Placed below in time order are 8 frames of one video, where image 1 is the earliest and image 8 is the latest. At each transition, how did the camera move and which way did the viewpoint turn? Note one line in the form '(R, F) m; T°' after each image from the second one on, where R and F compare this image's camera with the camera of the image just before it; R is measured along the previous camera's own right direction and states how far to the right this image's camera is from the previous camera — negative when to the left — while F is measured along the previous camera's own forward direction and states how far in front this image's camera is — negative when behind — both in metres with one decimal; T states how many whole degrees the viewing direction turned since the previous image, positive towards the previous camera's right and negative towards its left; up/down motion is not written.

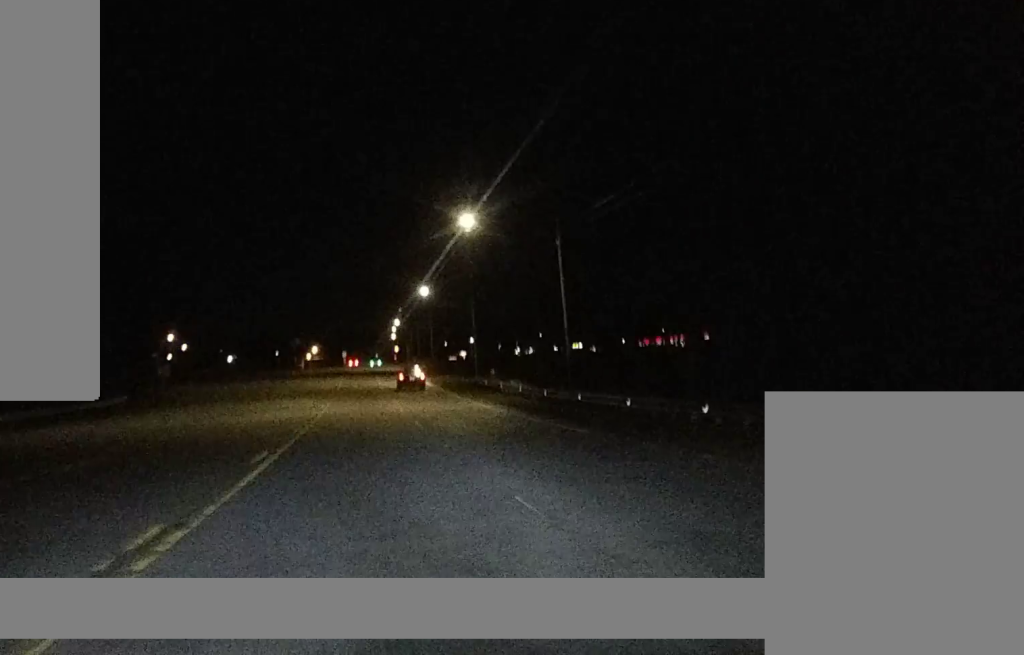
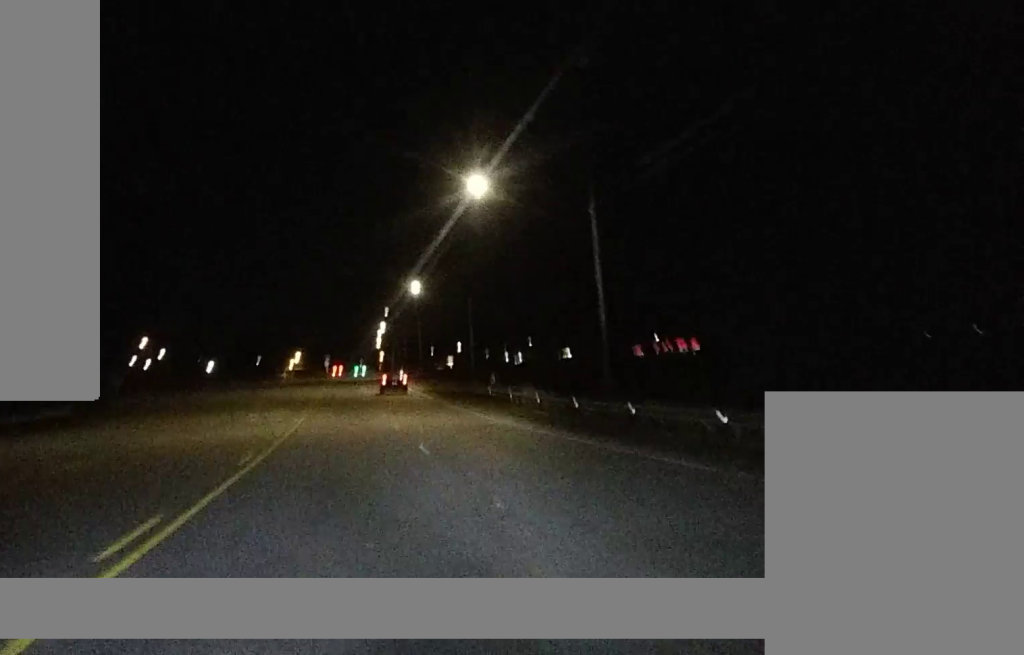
(+0.1, +11.0) m; +1°
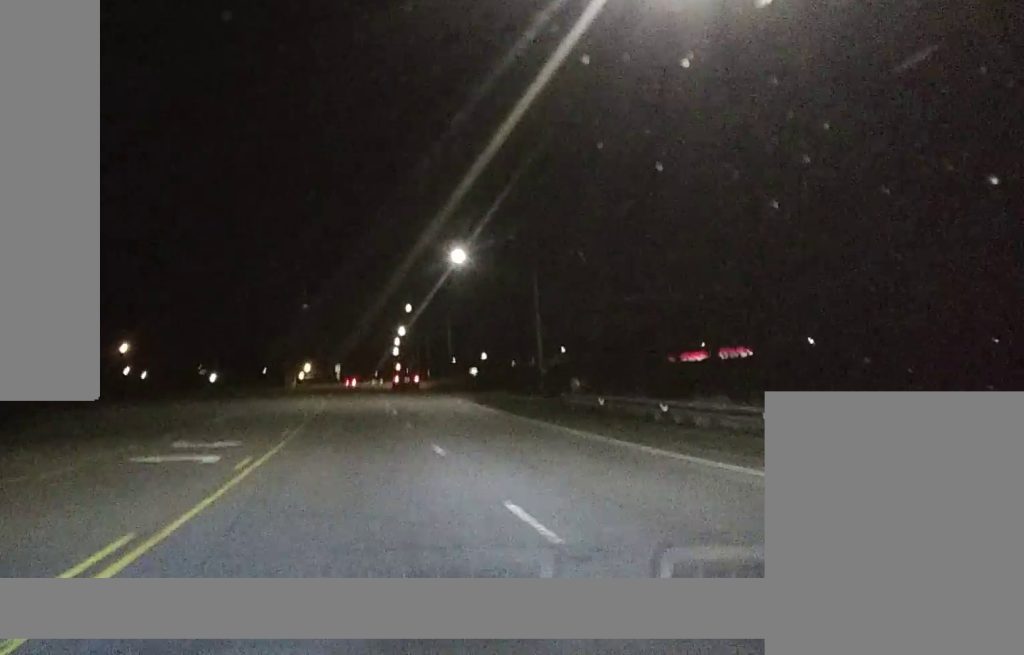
(0.0, +24.3) m; -1°
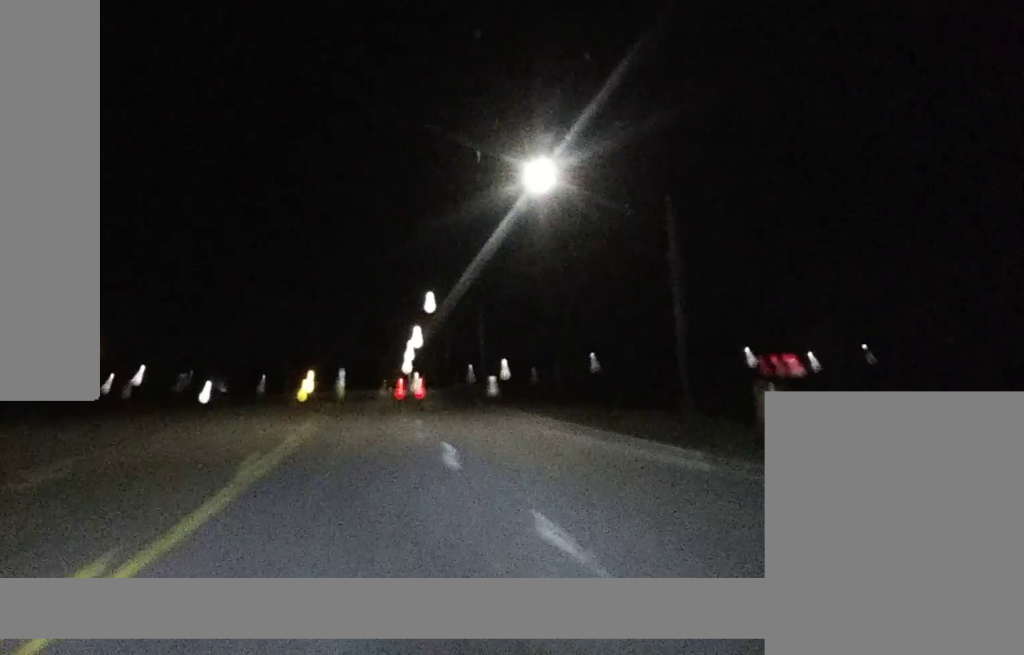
(-0.4, +25.7) m; -1°
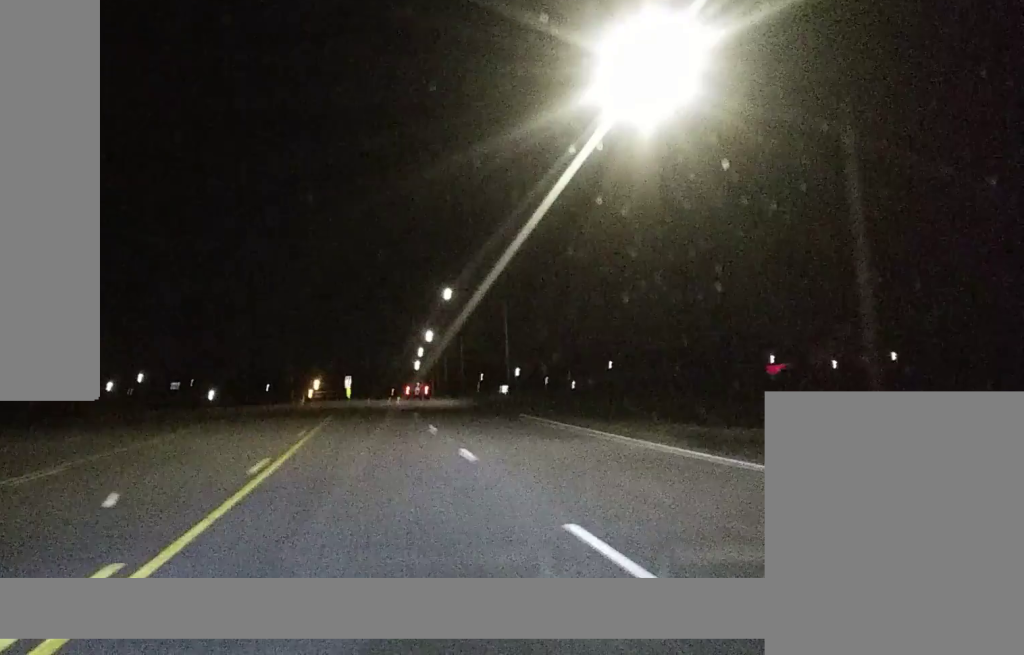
(0.0, +11.3) m; +1°
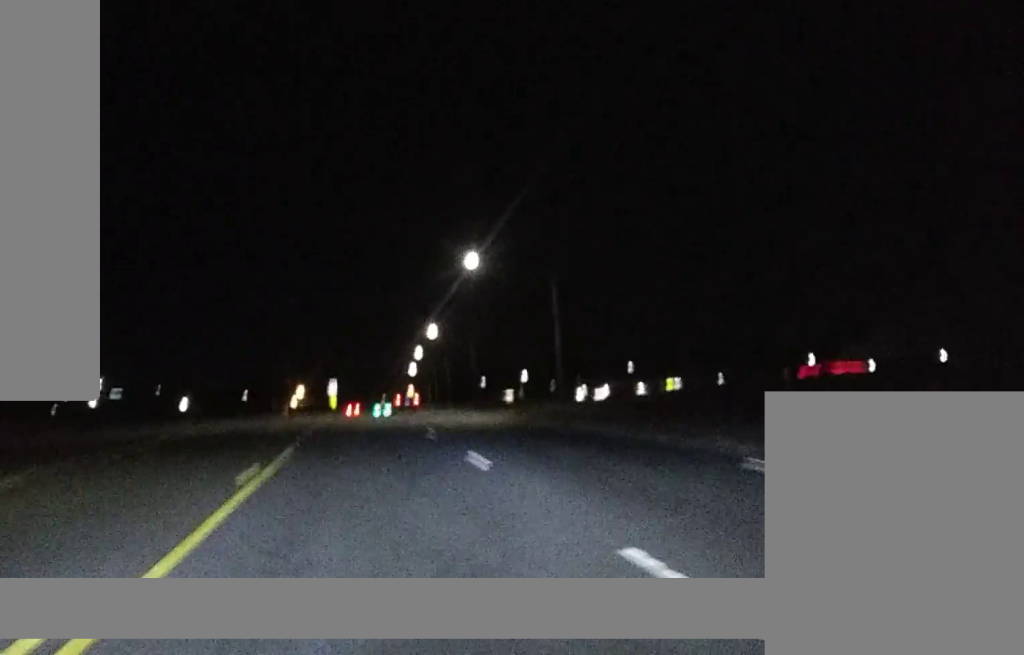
(+0.4, +23.4) m; +1°
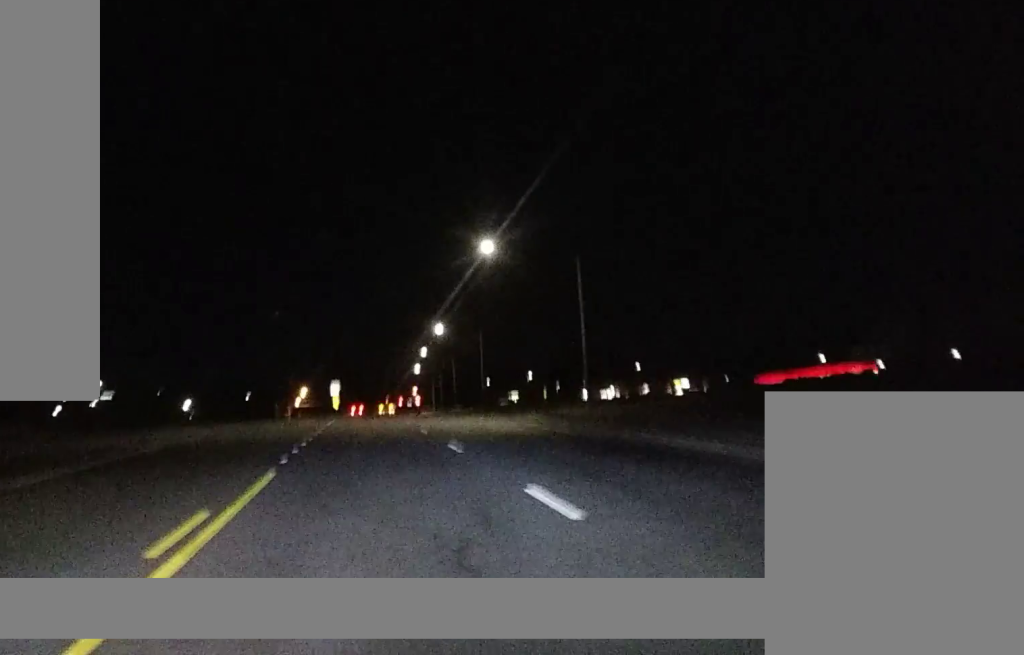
(0.0, +6.8) m; 0°
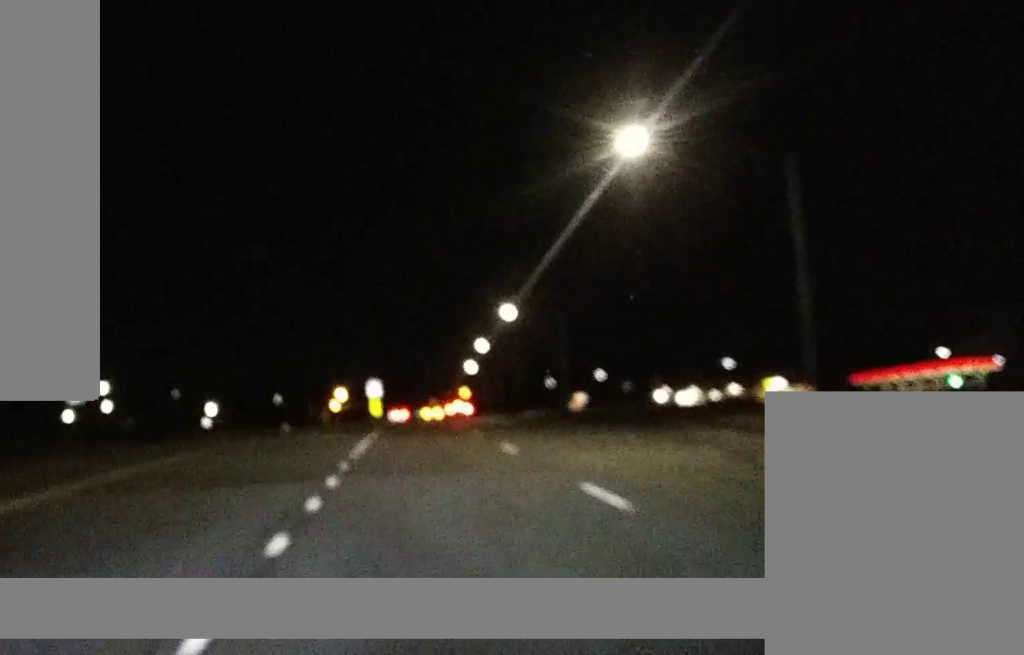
(-0.3, +21.8) m; -3°
